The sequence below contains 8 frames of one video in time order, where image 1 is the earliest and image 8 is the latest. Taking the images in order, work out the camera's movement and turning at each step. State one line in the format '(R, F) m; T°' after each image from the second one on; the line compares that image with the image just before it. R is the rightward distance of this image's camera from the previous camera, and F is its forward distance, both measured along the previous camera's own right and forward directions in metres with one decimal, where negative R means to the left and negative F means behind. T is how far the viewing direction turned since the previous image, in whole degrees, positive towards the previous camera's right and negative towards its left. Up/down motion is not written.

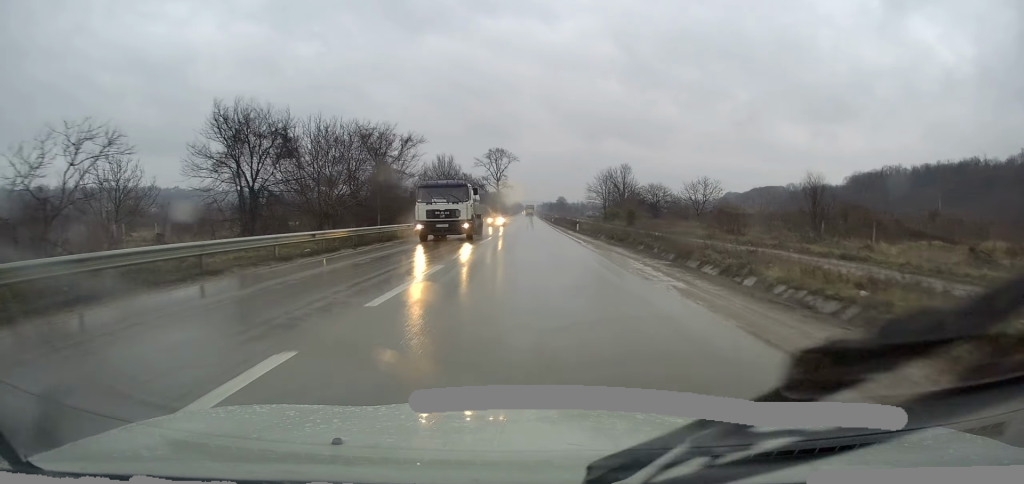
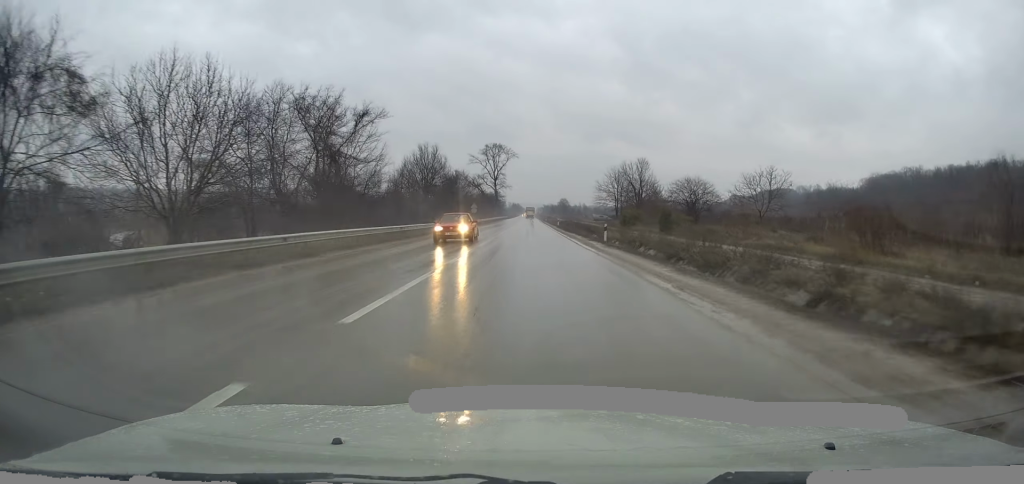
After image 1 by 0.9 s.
(0.0, +18.3) m; 0°
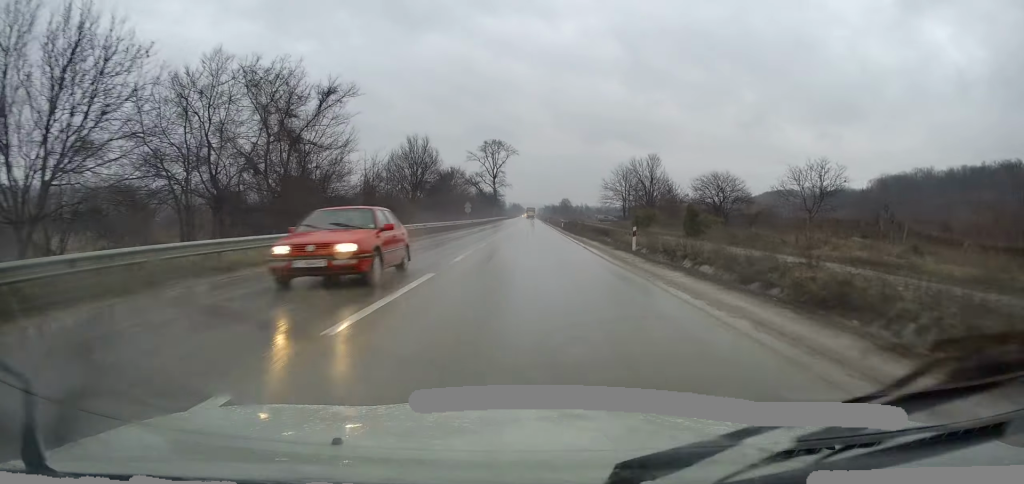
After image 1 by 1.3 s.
(0.0, +8.8) m; 0°
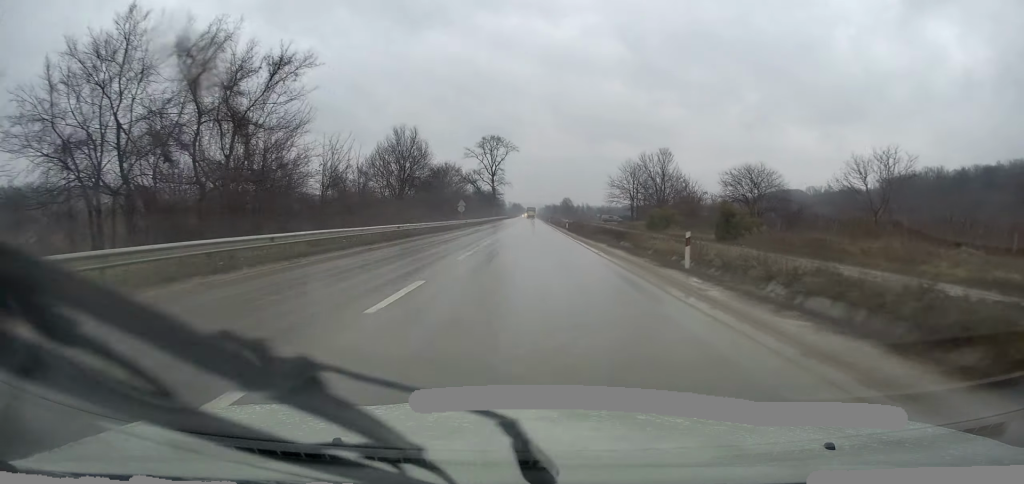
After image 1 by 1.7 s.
(0.0, +8.2) m; 0°
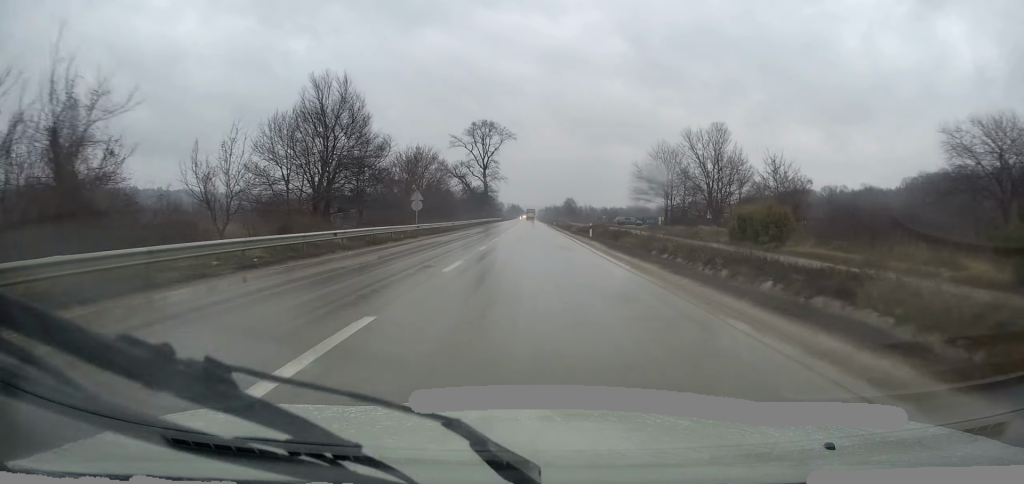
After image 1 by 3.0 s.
(0.0, +26.6) m; -1°
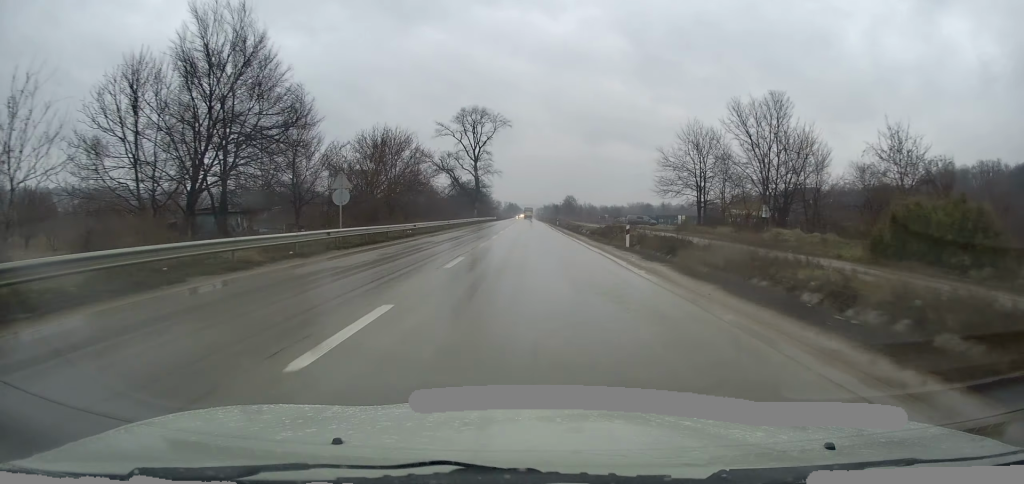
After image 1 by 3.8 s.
(-0.3, +16.5) m; 0°
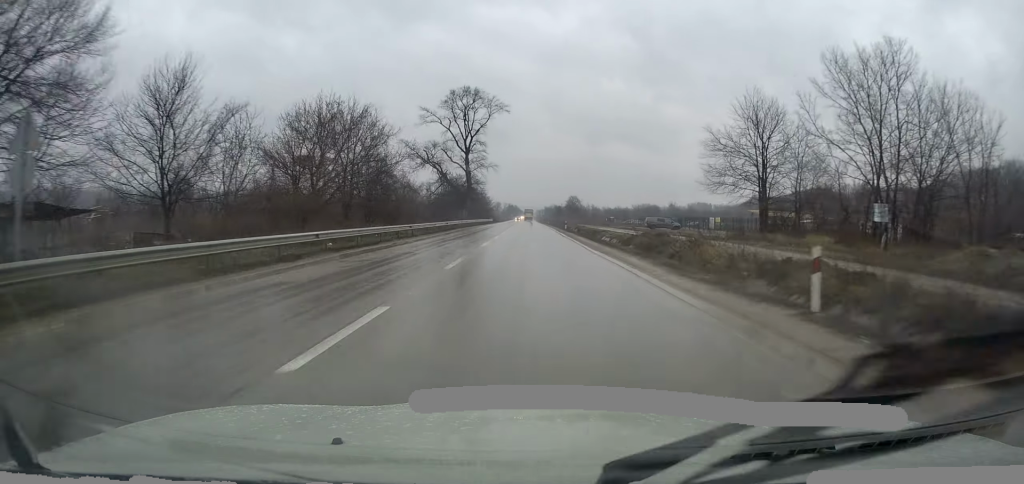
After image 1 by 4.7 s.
(+0.3, +17.2) m; 0°
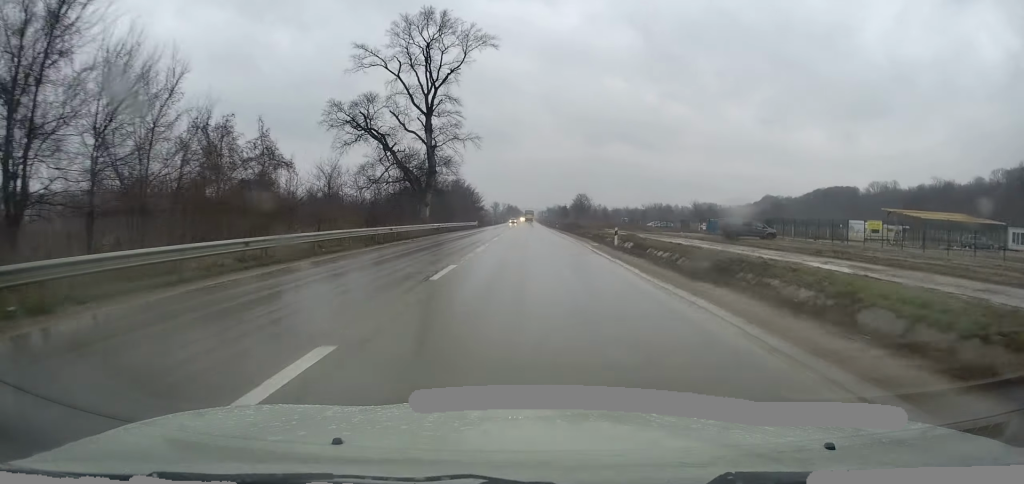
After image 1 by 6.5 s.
(-0.1, +37.3) m; 0°
